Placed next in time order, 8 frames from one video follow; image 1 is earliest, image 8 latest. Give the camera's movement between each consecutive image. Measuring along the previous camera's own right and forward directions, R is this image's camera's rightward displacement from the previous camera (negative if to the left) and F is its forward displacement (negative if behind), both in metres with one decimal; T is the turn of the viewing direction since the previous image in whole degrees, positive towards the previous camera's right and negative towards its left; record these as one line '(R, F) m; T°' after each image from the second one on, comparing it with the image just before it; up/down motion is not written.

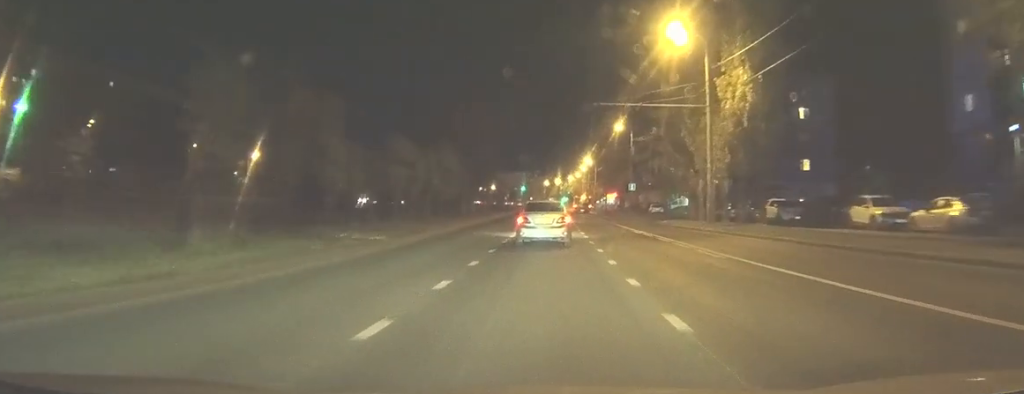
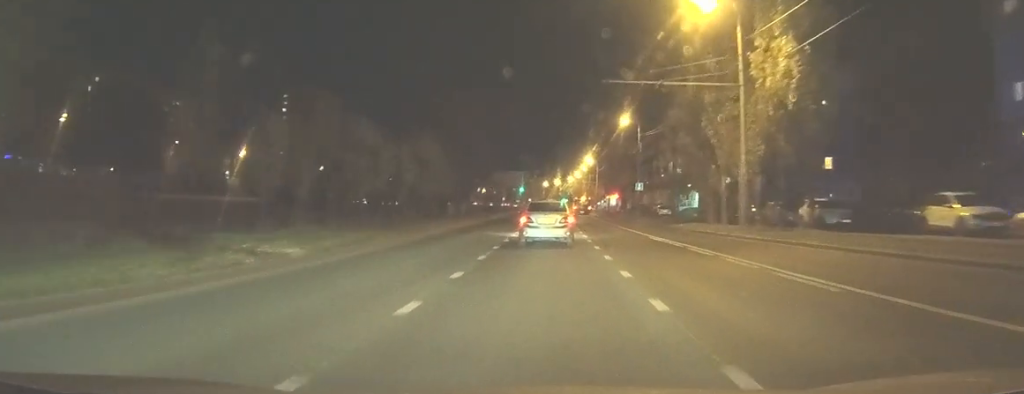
(-0.1, +7.2) m; 0°
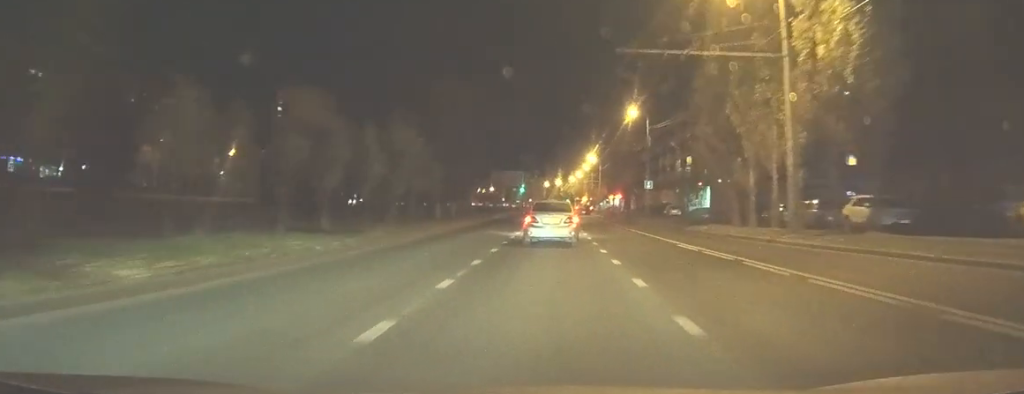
(0.0, +6.1) m; 0°
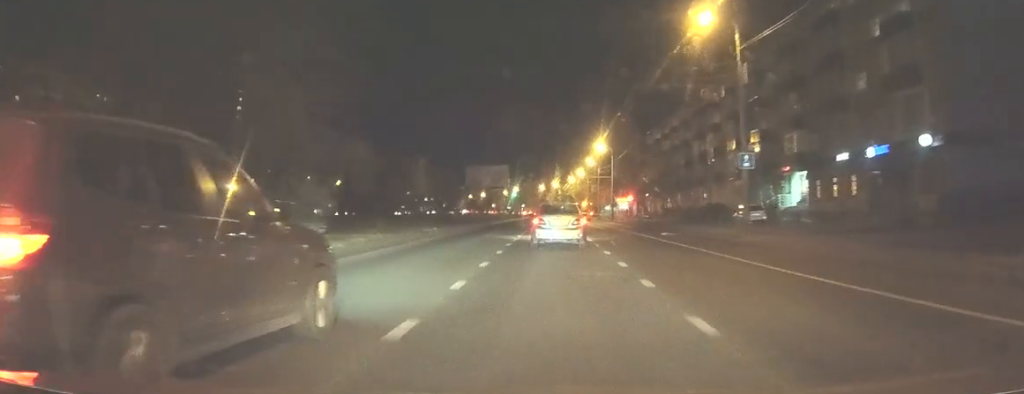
(+0.6, +33.9) m; +2°
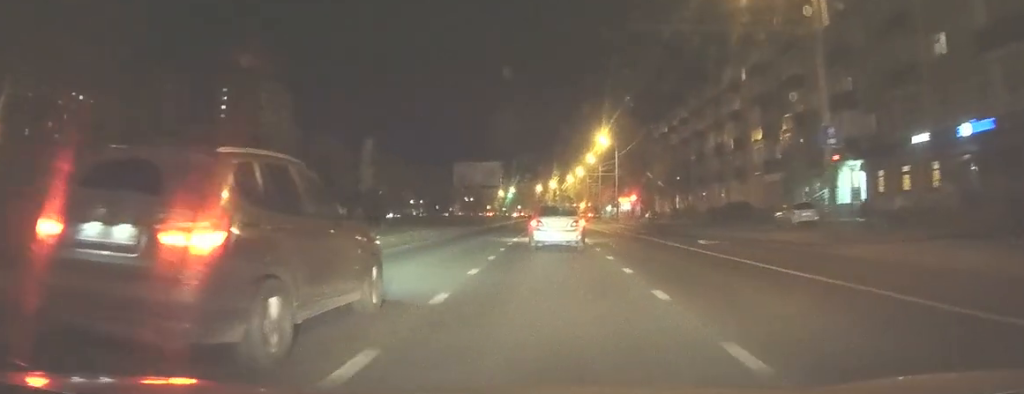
(0.0, +10.1) m; 0°
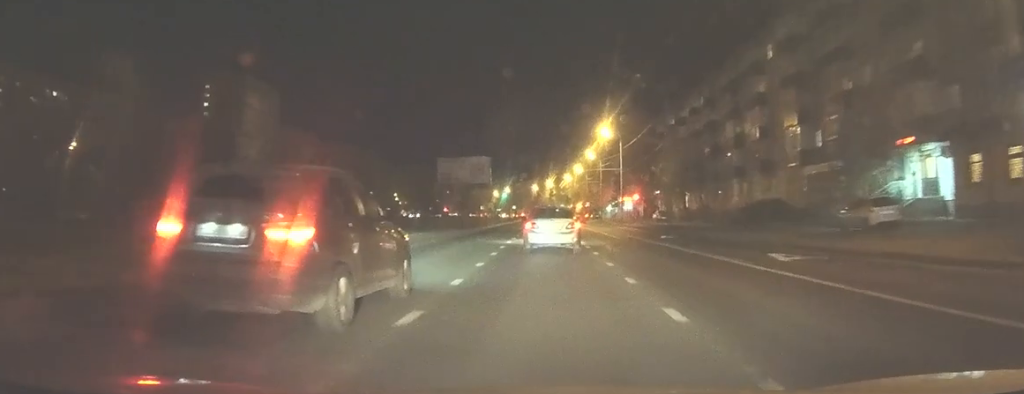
(0.0, +10.1) m; 0°
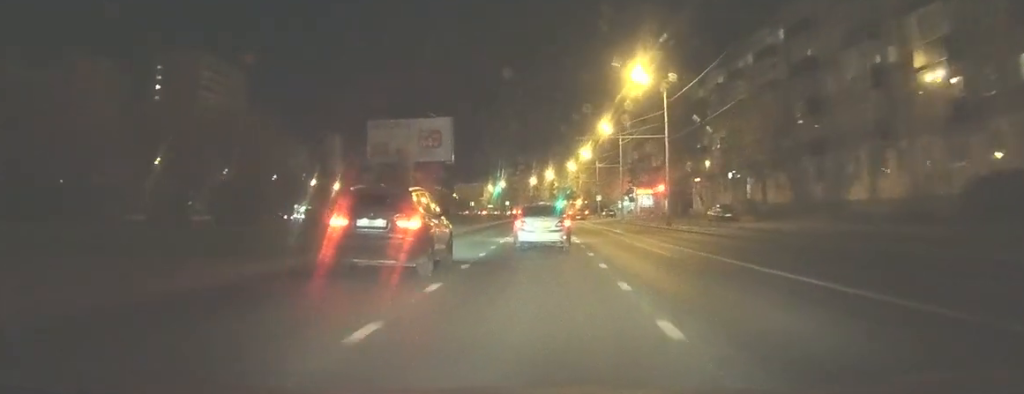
(-0.3, +30.6) m; -1°
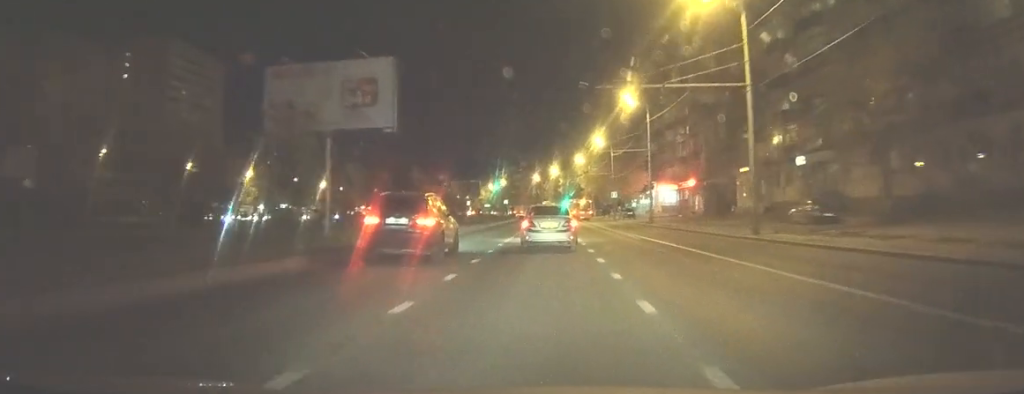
(+0.1, +18.8) m; 0°
